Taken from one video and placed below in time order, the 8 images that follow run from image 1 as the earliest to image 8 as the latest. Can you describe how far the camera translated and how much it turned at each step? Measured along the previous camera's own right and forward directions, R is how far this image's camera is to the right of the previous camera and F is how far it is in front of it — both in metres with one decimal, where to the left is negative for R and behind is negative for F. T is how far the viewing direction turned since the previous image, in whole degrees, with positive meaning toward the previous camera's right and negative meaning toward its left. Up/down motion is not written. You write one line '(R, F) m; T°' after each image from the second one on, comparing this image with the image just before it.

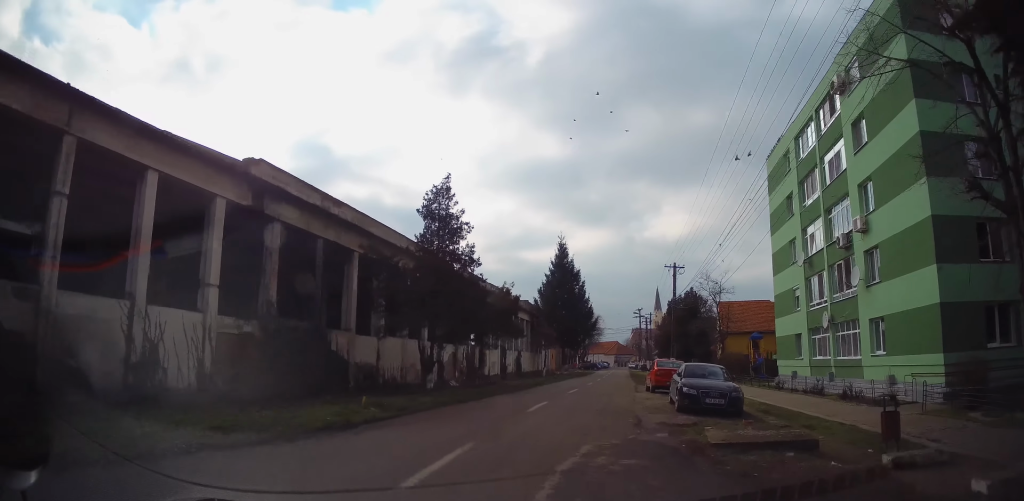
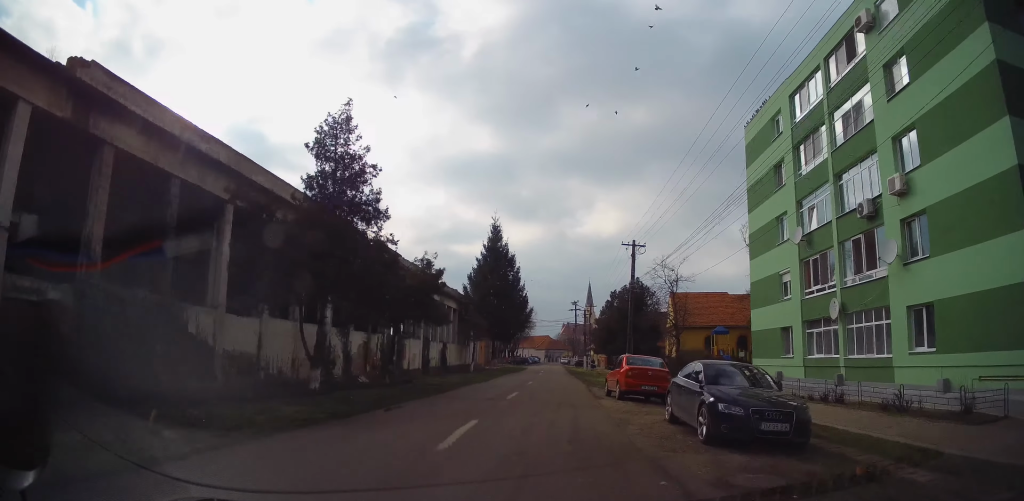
(+0.2, +5.6) m; +2°
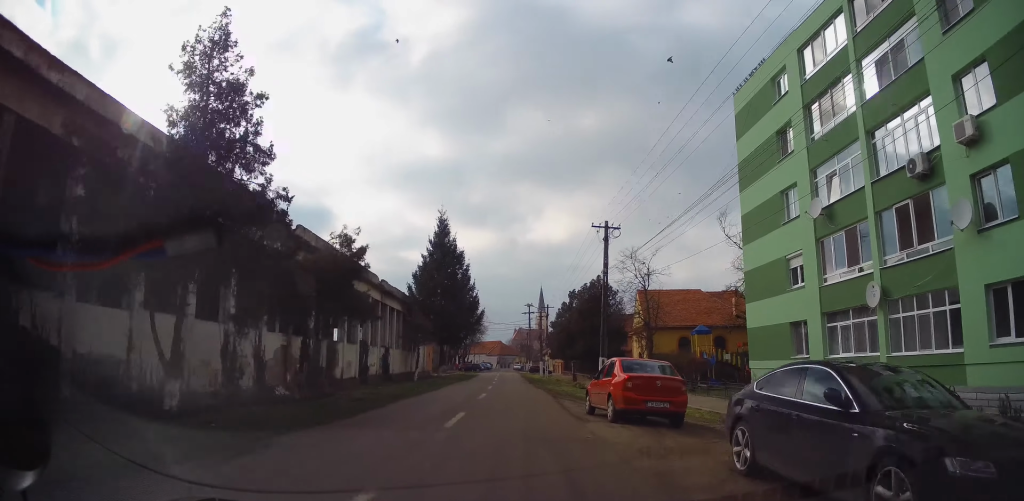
(0.0, +5.3) m; +6°
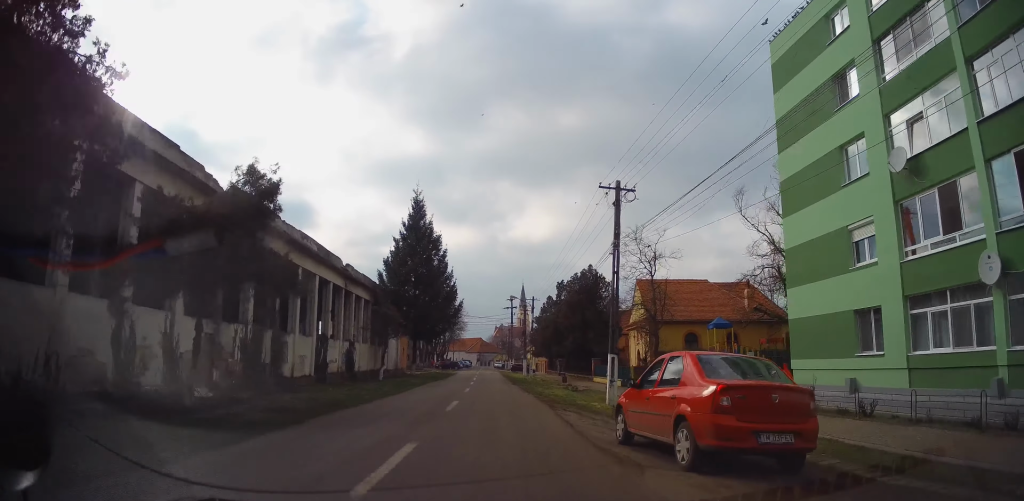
(+0.4, +5.5) m; +7°
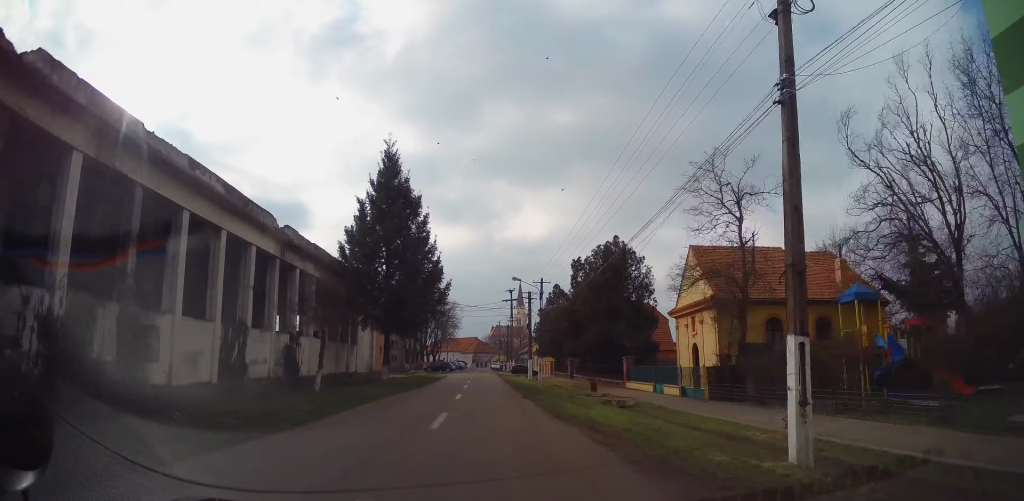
(+0.6, +10.3) m; +3°
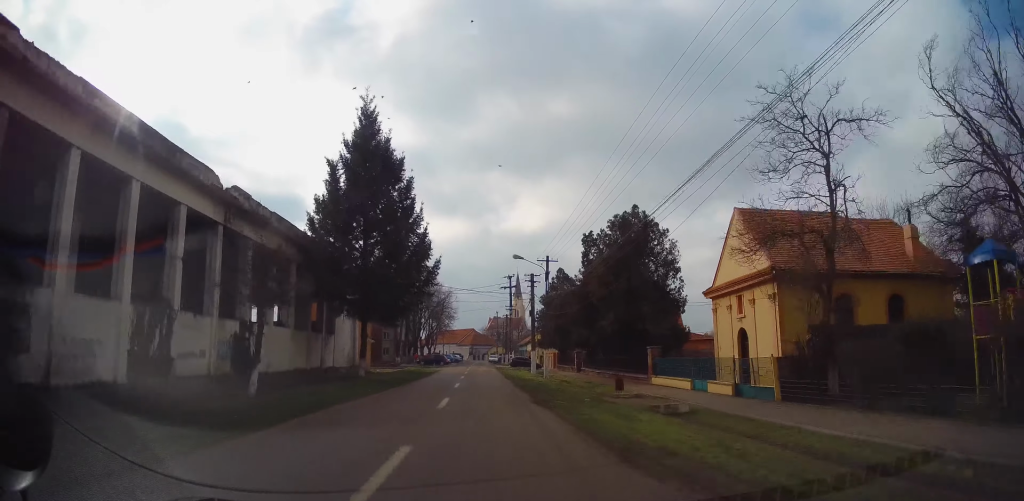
(-0.1, +5.3) m; -2°
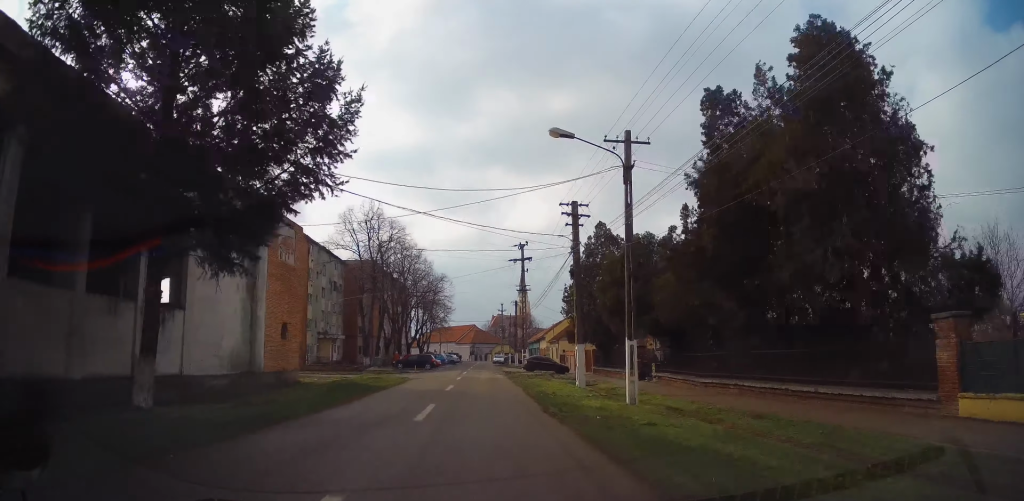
(-0.9, +20.0) m; -2°
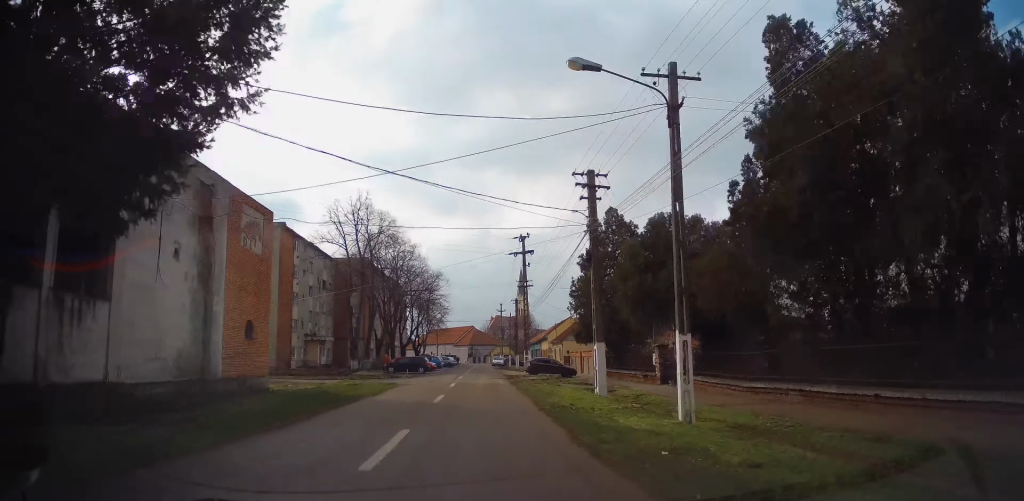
(+0.1, +4.5) m; +1°
